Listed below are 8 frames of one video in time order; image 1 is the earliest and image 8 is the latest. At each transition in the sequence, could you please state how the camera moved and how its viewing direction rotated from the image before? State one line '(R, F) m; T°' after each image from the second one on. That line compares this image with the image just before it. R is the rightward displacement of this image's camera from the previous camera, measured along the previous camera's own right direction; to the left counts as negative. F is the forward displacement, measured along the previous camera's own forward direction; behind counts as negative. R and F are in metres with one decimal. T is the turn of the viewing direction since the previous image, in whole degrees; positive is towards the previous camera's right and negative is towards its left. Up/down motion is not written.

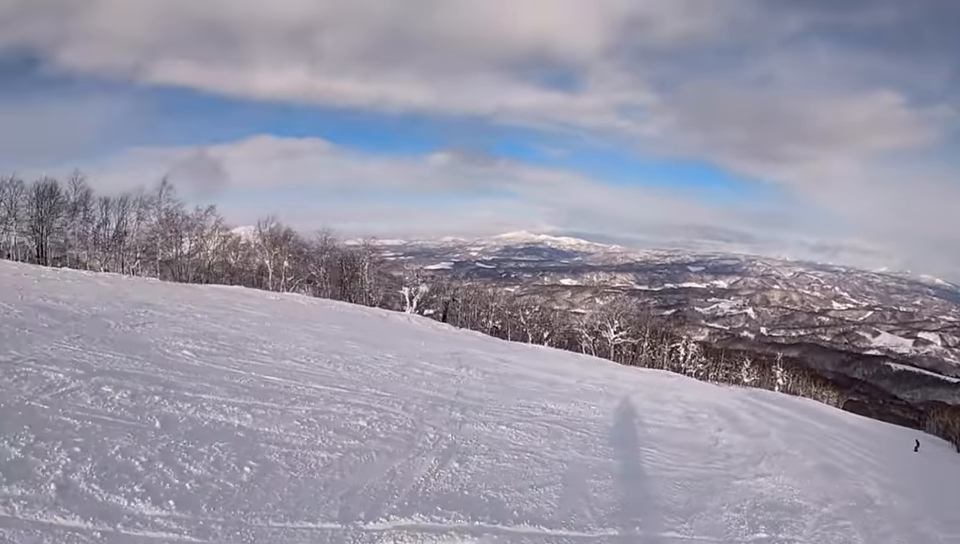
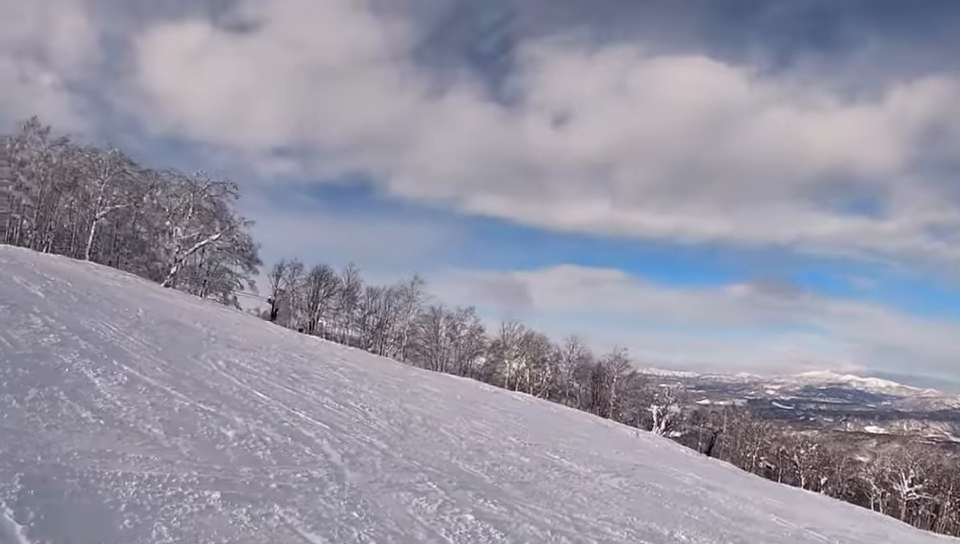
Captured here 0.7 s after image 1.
(+0.3, +3.8) m; -18°
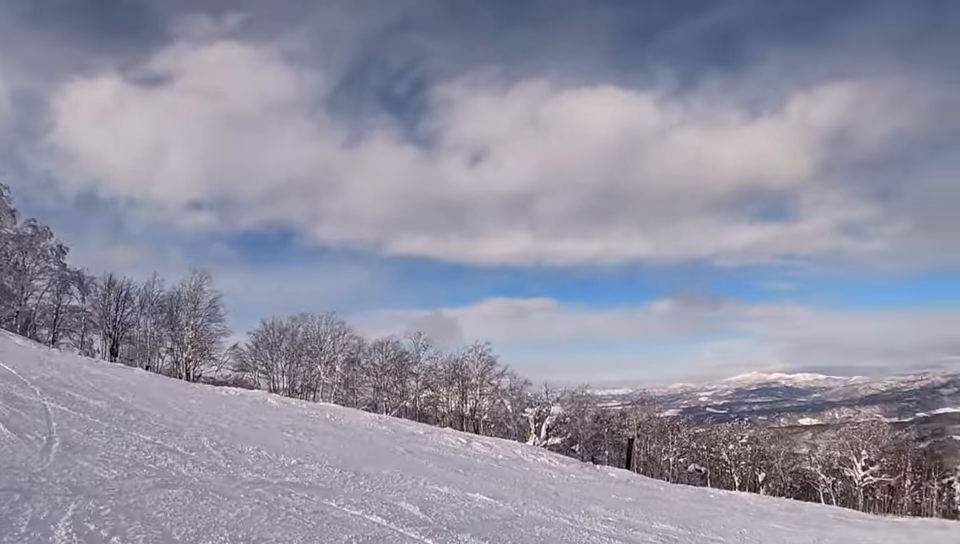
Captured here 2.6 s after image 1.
(-2.7, +8.7) m; -3°
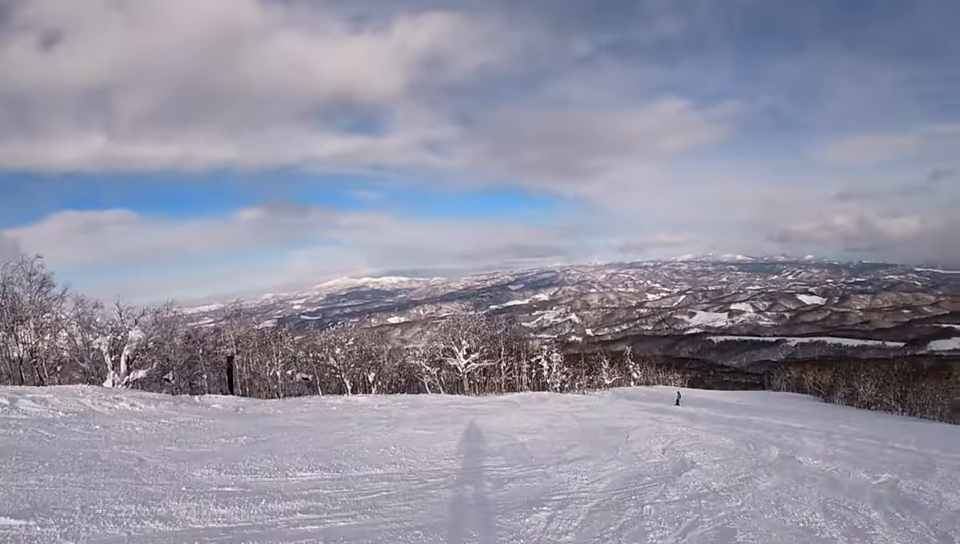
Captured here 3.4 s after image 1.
(+0.4, +3.5) m; +12°
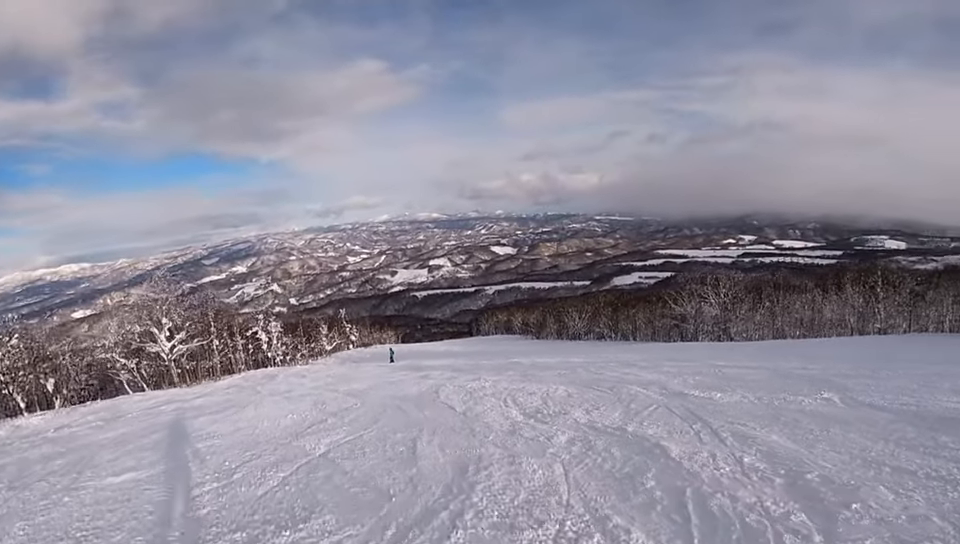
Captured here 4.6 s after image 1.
(+1.2, +6.4) m; +32°
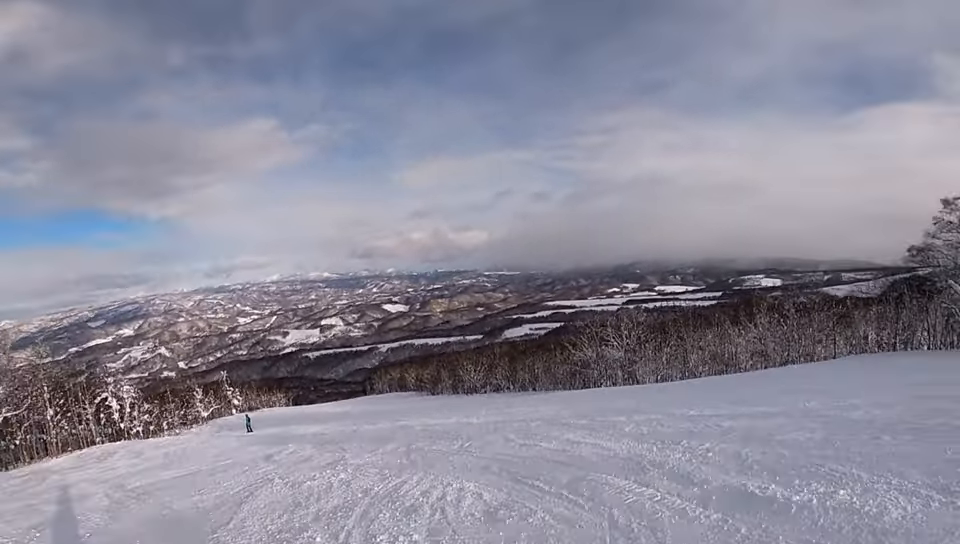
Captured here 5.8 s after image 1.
(+2.1, +5.8) m; +32°
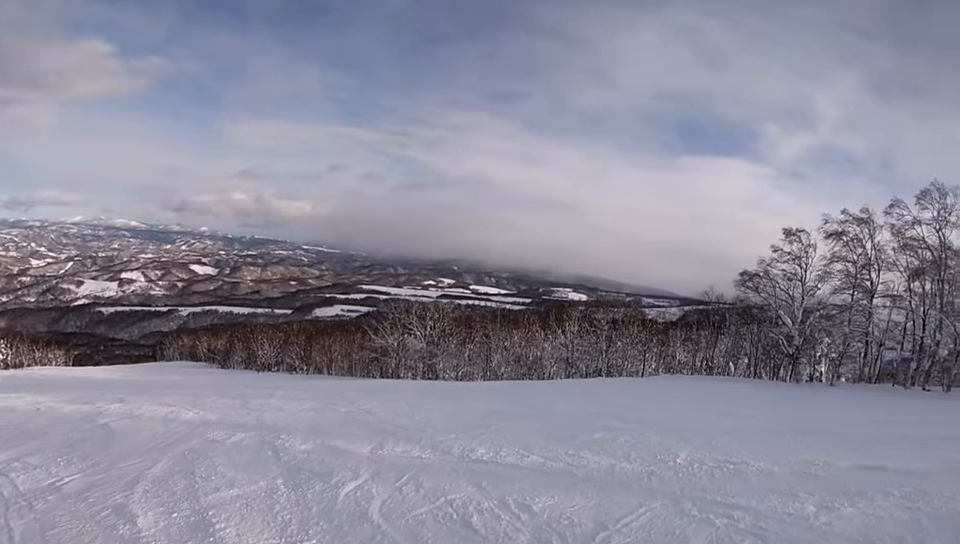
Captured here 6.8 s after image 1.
(+0.8, +5.3) m; -2°
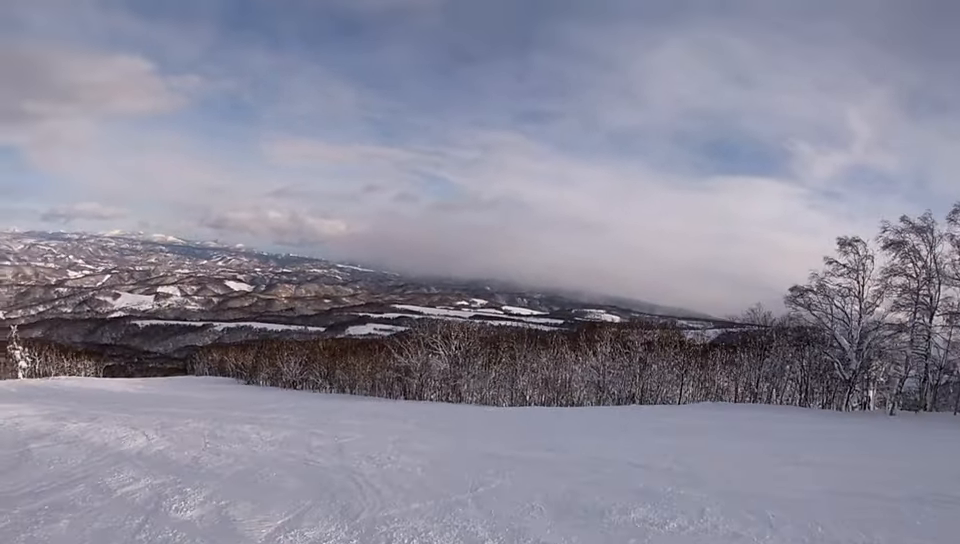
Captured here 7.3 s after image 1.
(-0.5, +2.8) m; -8°
